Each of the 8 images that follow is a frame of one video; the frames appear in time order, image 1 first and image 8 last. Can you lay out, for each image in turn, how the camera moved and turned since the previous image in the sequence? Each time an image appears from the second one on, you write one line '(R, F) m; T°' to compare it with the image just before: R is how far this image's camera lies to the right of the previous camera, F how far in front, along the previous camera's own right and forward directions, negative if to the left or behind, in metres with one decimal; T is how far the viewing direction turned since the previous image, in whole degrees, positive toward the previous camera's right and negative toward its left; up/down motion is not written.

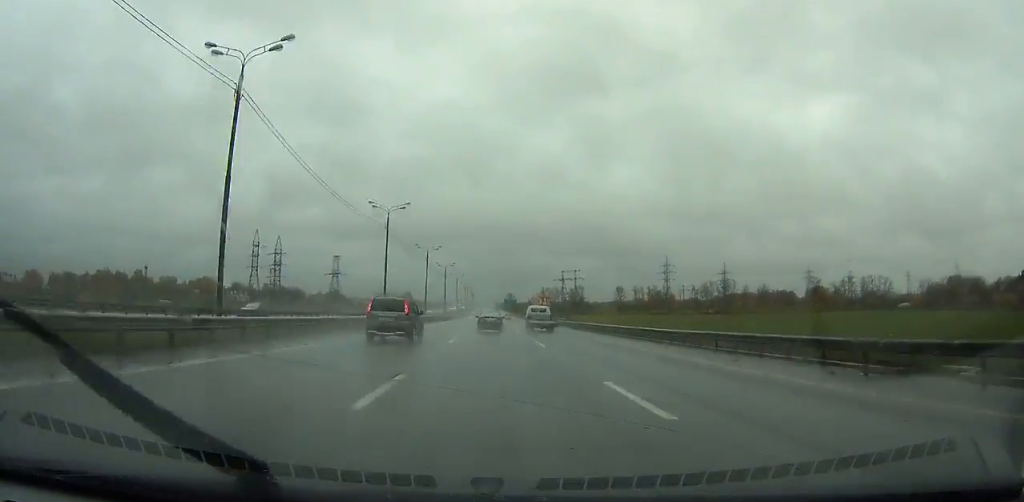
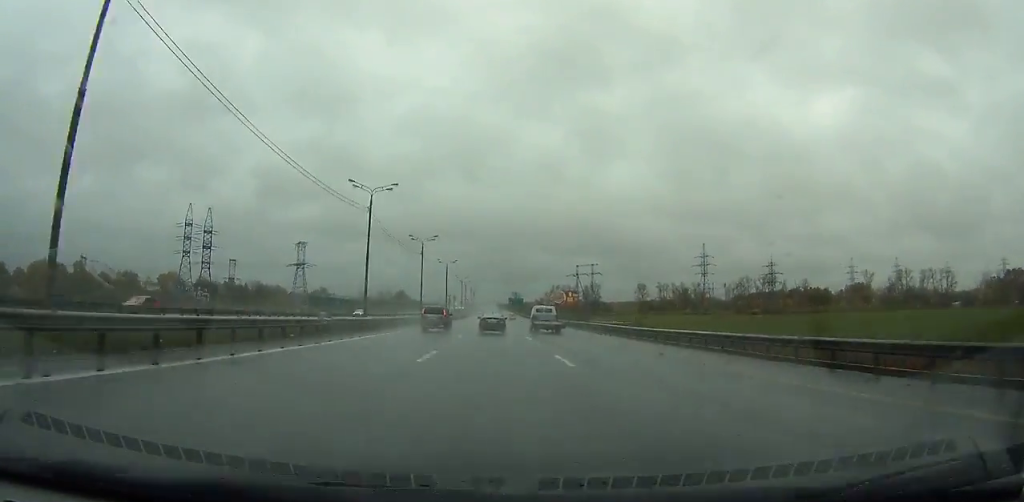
(+0.3, +53.3) m; 0°
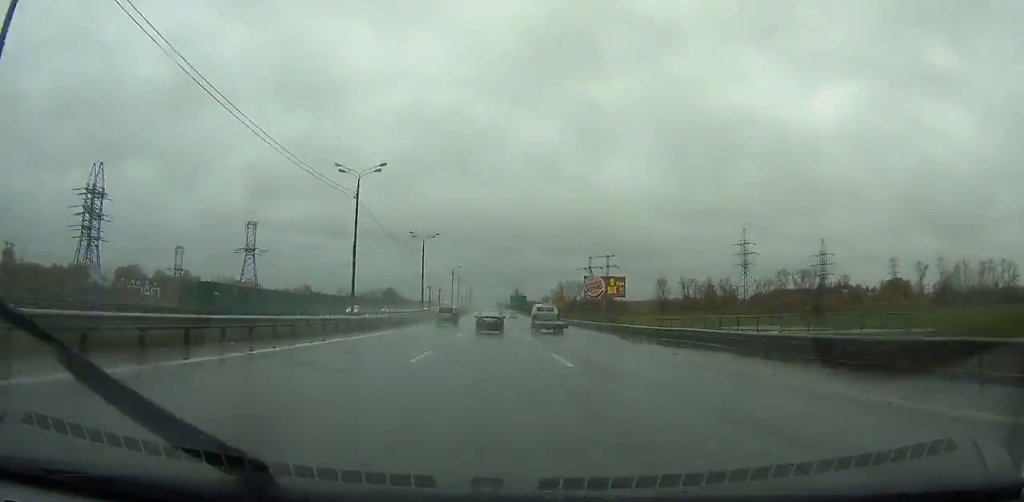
(+0.2, +47.4) m; 0°
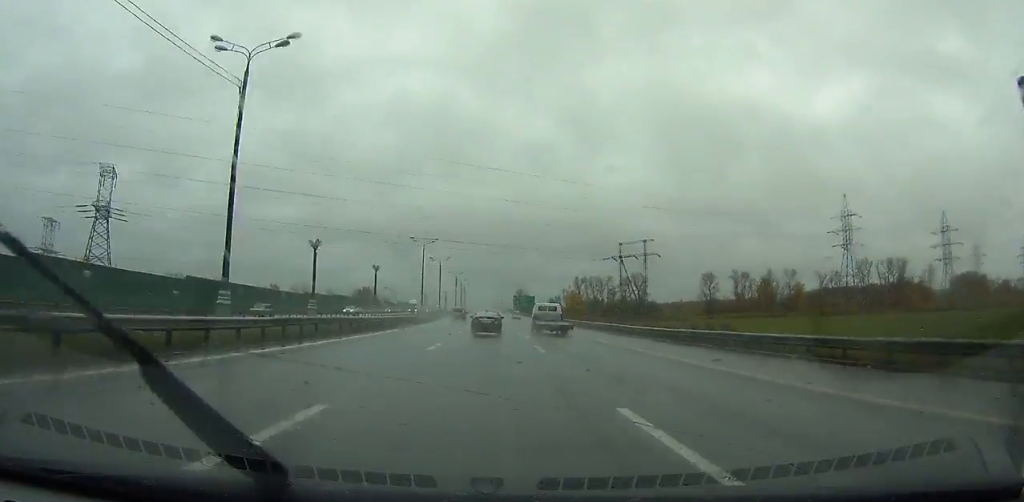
(+0.3, +72.3) m; 0°
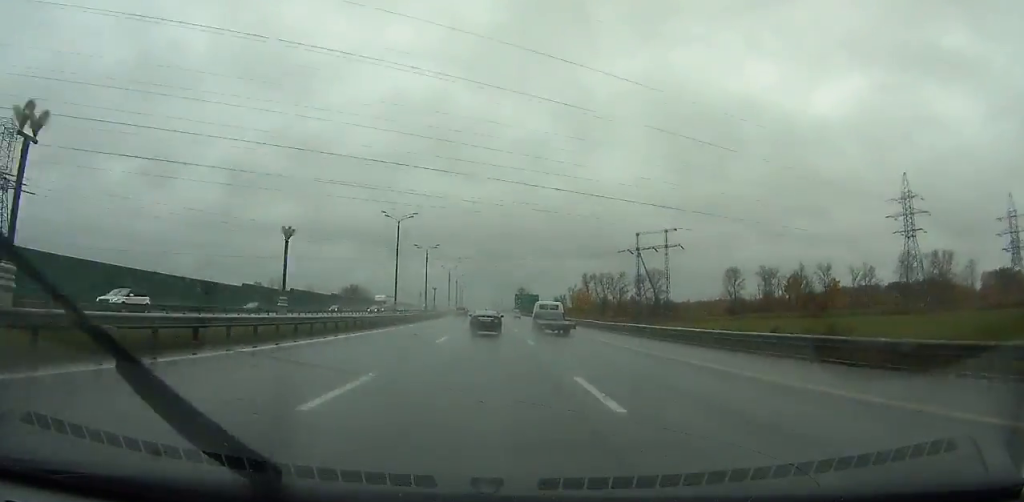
(+0.1, +29.1) m; 0°
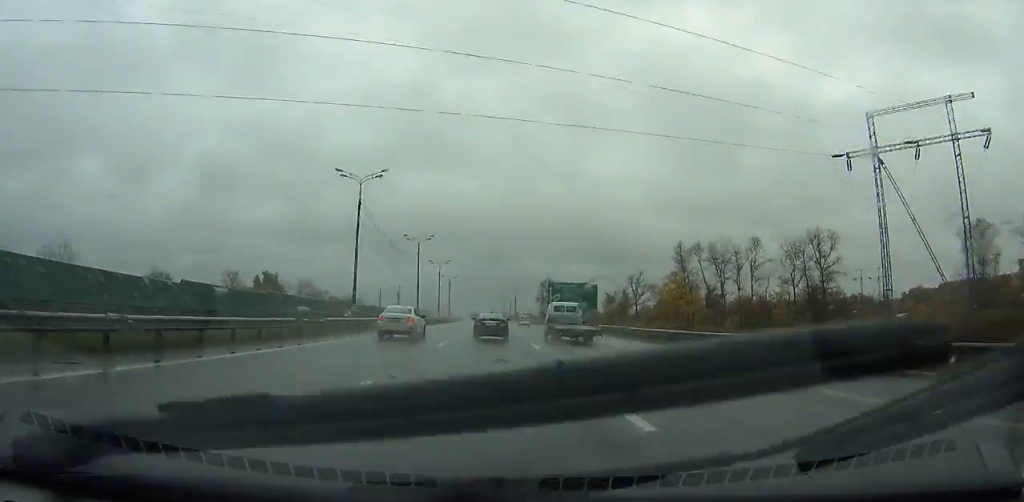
(-0.2, +129.5) m; 0°
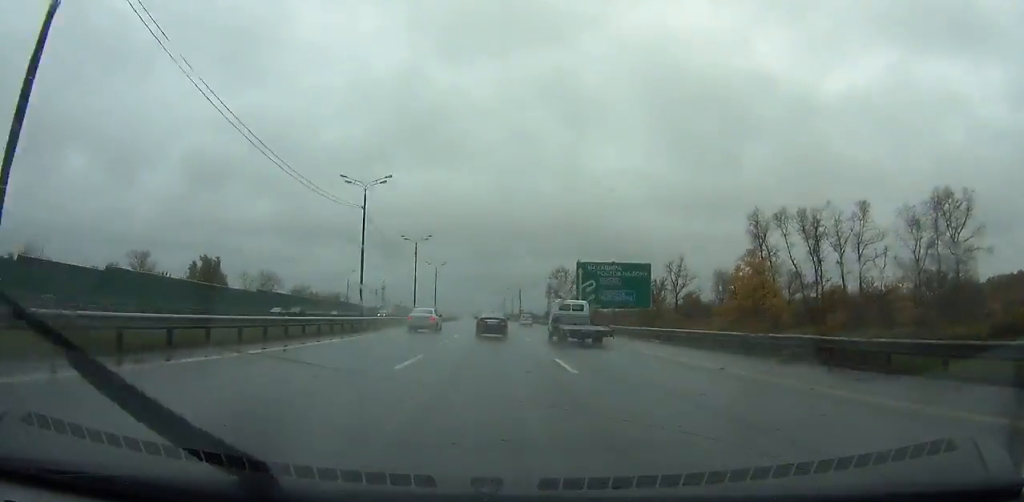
(-0.1, +42.6) m; 0°
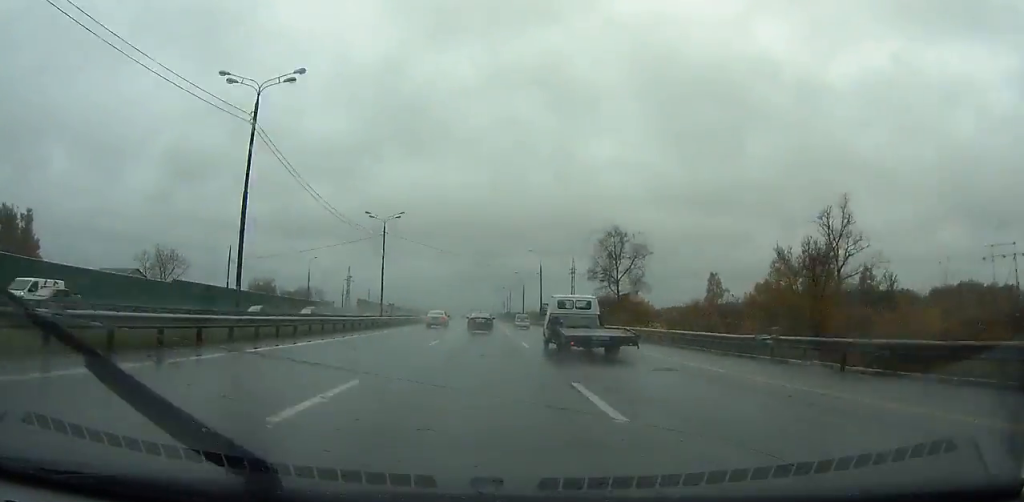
(-0.3, +70.9) m; -1°
